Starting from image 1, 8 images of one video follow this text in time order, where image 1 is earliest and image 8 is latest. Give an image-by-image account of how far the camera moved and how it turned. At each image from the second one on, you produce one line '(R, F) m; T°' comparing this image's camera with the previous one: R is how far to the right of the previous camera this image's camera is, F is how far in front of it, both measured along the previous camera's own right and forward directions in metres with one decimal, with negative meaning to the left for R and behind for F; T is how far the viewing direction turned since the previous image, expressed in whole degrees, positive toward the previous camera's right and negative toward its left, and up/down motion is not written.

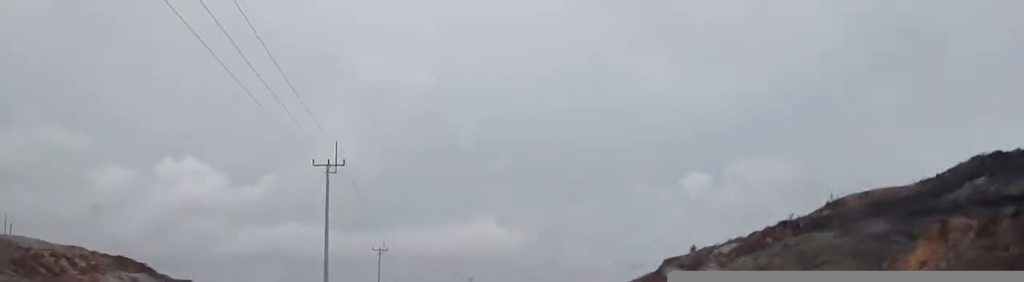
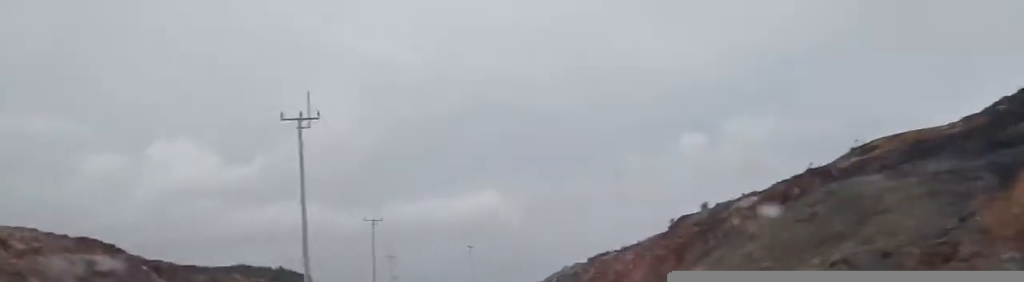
(-0.1, +6.2) m; 0°
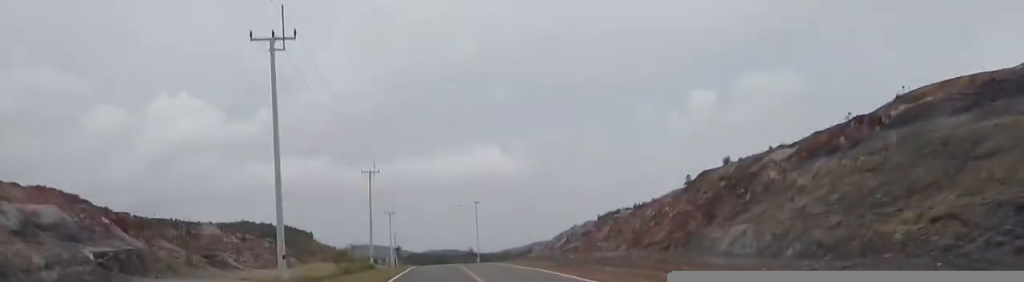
(-0.2, +6.6) m; 0°
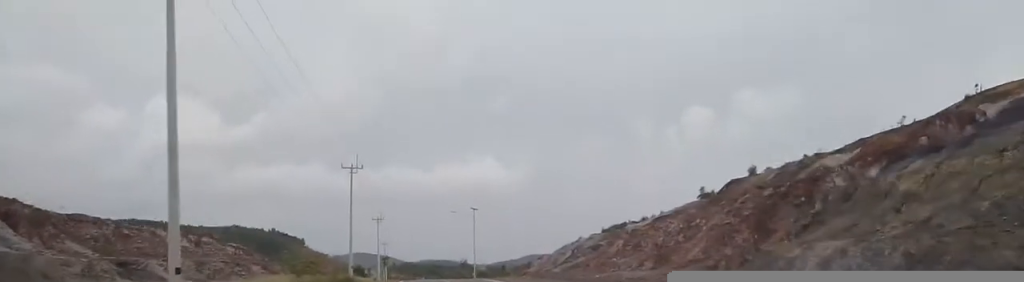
(+0.4, +11.8) m; +2°
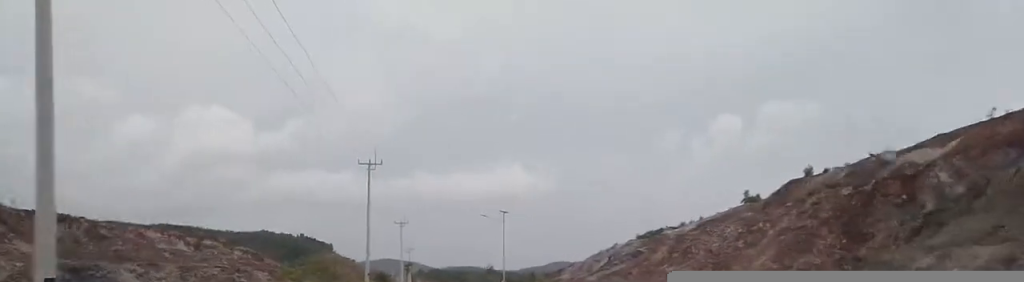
(0.0, +7.8) m; -2°
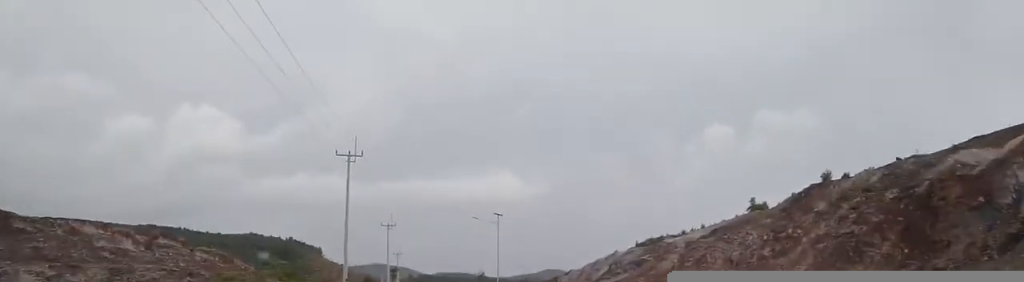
(-0.1, +6.8) m; -1°
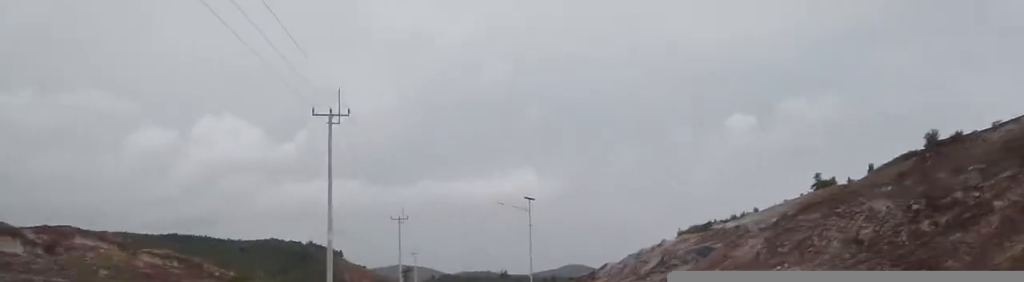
(-0.4, +14.5) m; -1°
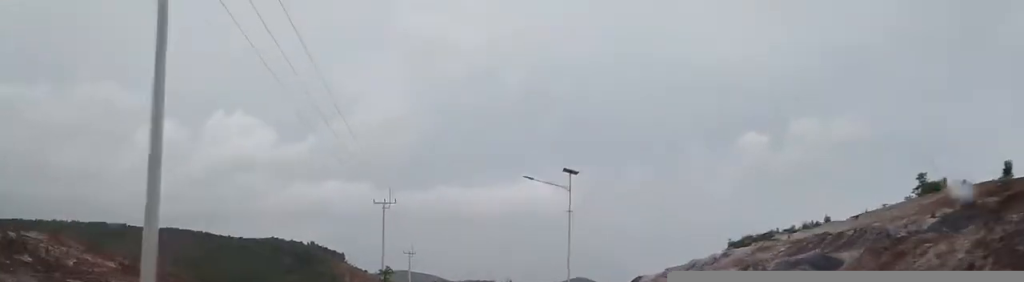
(+0.3, +23.5) m; +1°
